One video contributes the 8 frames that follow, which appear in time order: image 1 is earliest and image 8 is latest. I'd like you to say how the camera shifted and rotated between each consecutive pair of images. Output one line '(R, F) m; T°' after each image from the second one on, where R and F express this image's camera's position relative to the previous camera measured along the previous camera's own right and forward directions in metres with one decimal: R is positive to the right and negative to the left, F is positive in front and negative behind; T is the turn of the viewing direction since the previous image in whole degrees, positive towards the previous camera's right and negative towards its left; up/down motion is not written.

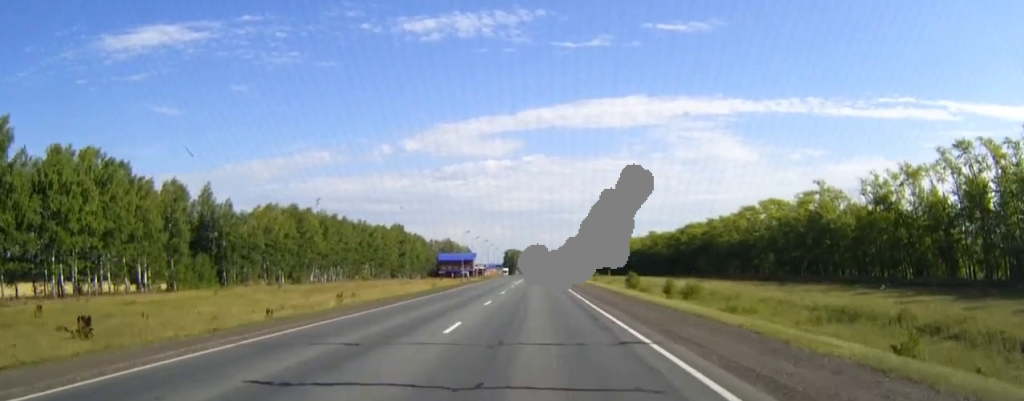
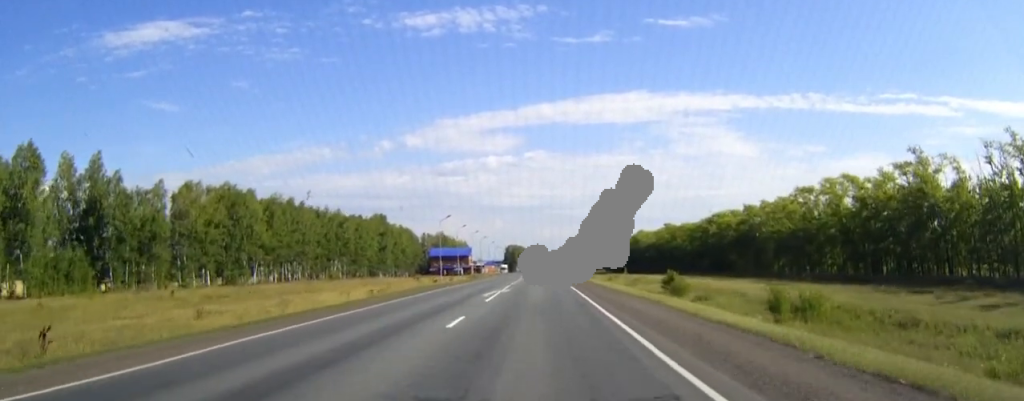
(+0.1, +34.8) m; 0°
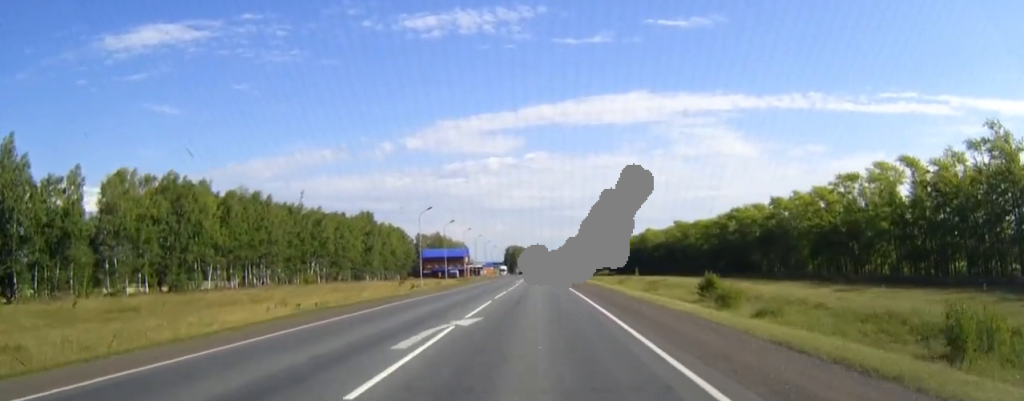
(-0.1, +19.4) m; 0°
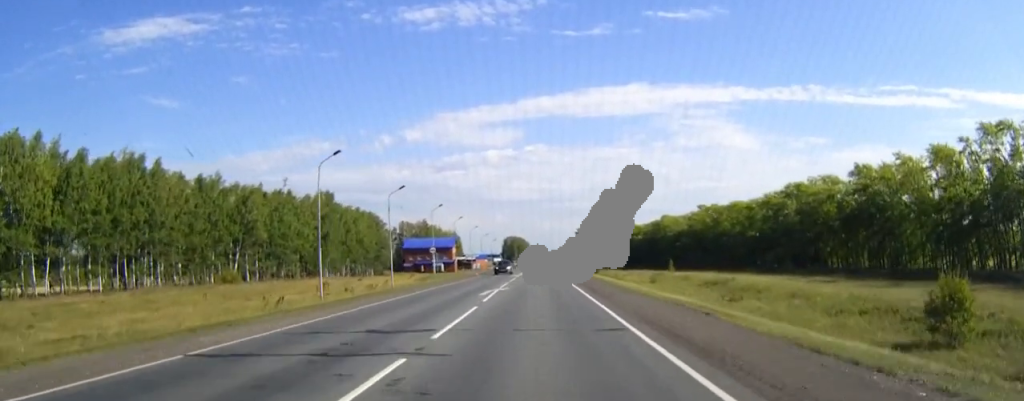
(0.0, +41.9) m; 0°
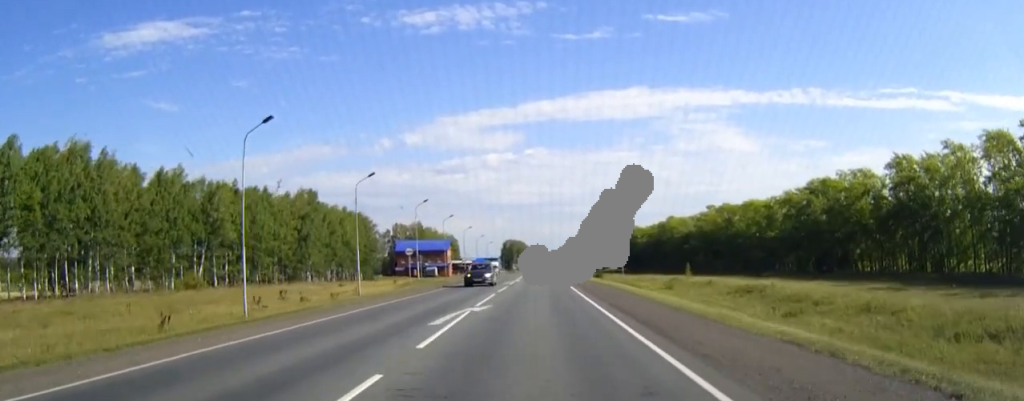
(0.0, +13.3) m; 0°
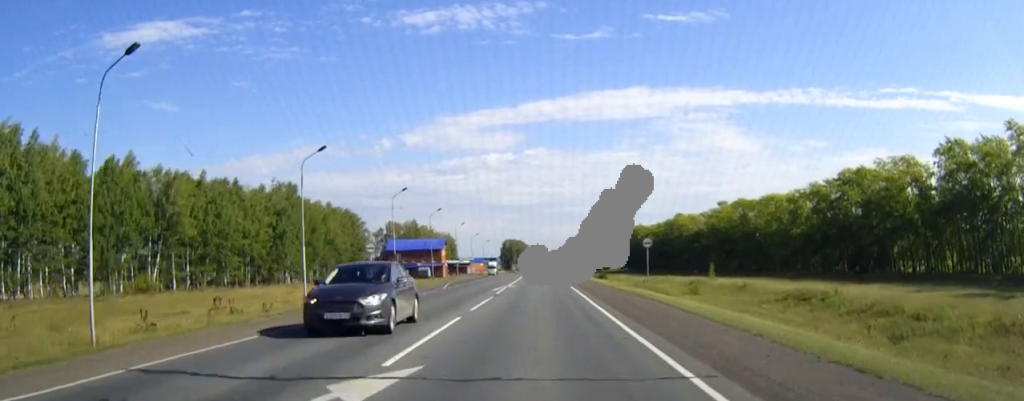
(0.0, +14.1) m; 0°
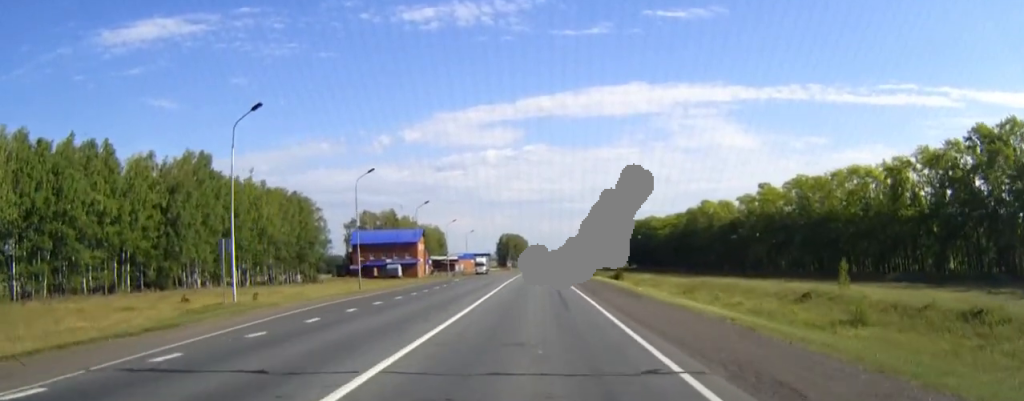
(0.0, +40.5) m; 0°
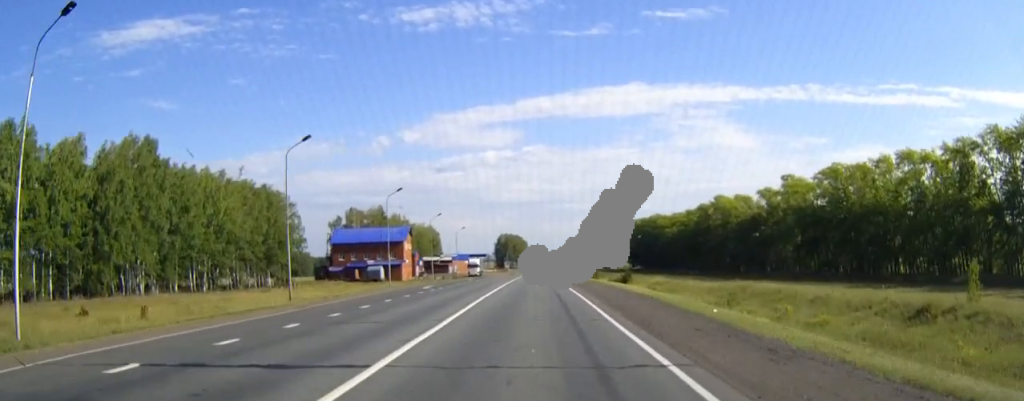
(0.0, +17.3) m; 0°
